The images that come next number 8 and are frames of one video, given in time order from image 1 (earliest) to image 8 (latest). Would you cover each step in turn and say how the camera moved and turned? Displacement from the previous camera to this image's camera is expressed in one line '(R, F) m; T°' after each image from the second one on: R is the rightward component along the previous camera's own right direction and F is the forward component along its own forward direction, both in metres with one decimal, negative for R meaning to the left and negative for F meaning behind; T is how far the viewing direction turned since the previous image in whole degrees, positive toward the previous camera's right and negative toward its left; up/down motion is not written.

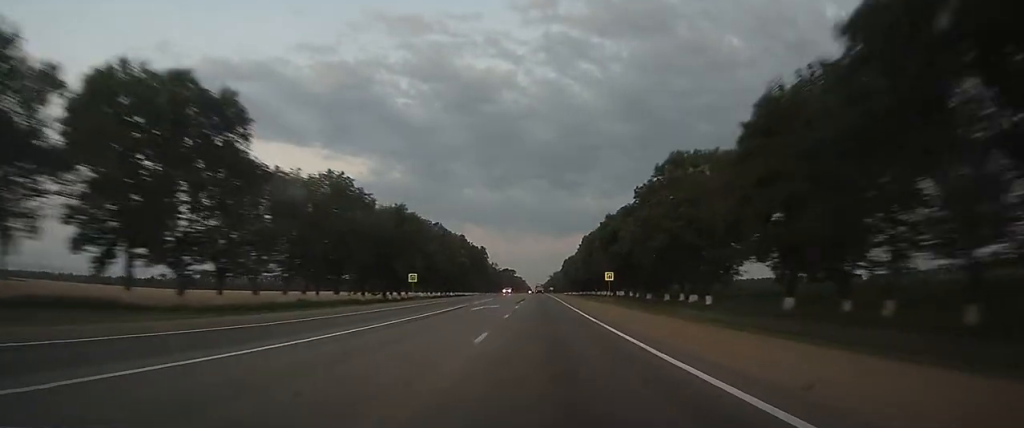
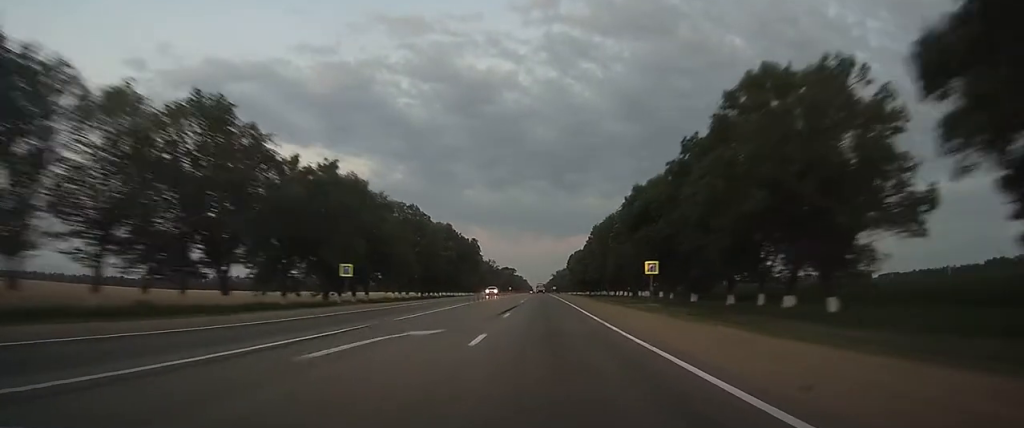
(0.0, +25.3) m; 0°
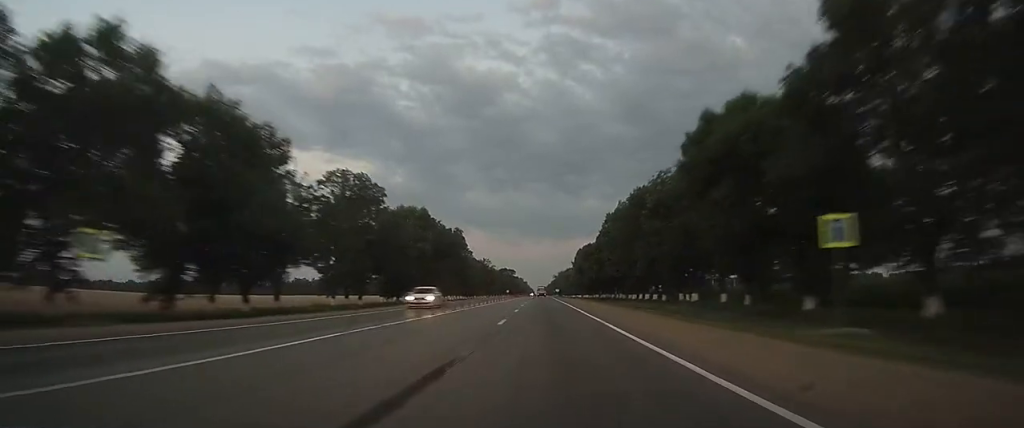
(0.0, +28.3) m; 0°
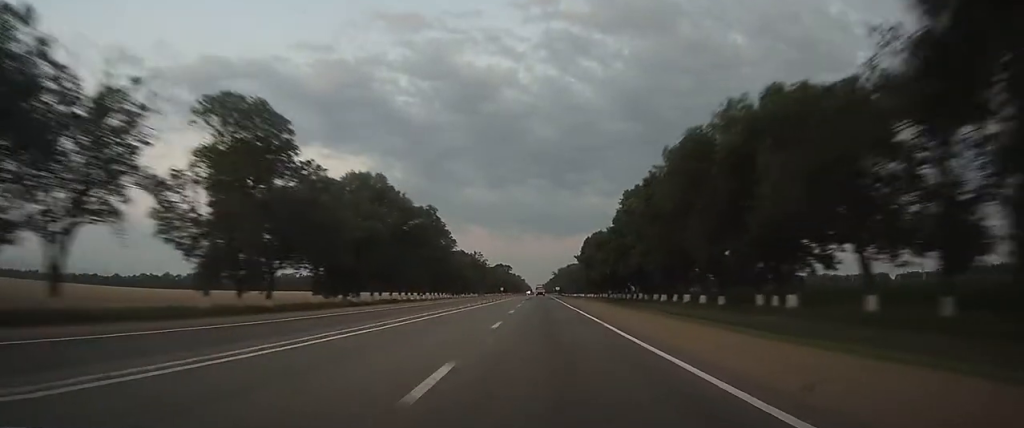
(0.0, +26.2) m; 0°
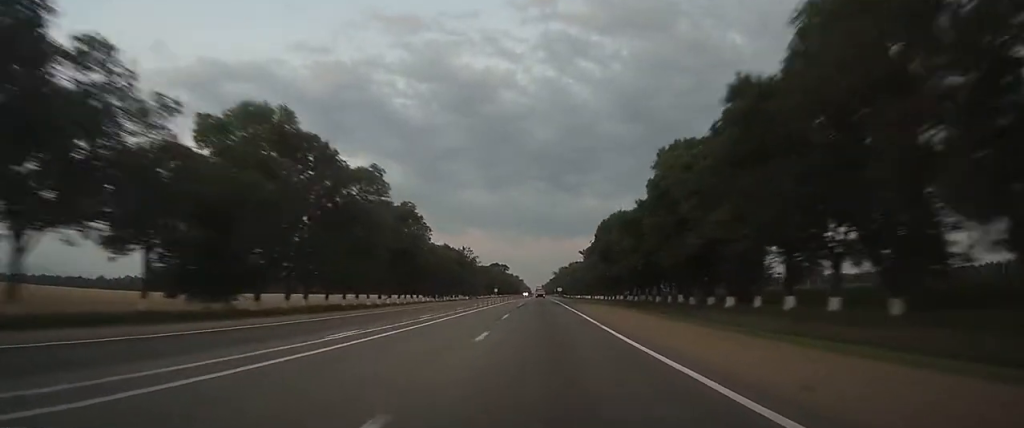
(0.0, +28.3) m; 0°
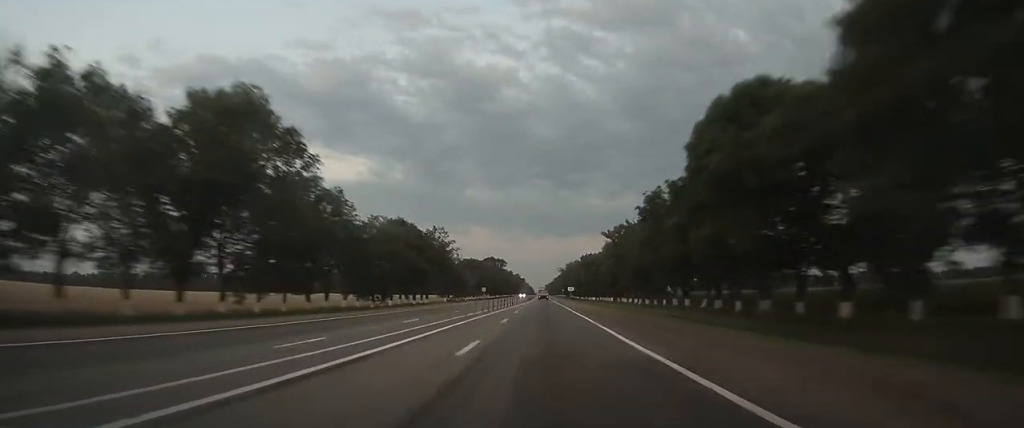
(+0.1, +51.4) m; 0°
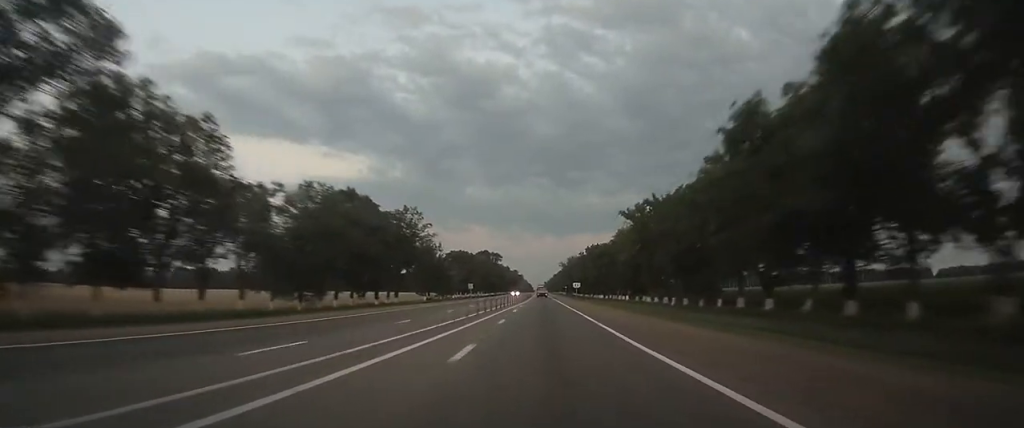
(-0.1, +25.2) m; 0°
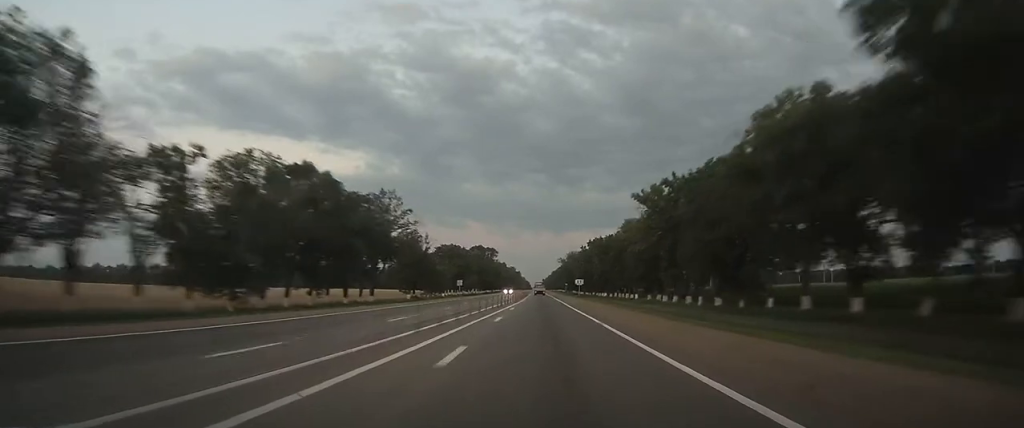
(0.0, +13.1) m; 0°
